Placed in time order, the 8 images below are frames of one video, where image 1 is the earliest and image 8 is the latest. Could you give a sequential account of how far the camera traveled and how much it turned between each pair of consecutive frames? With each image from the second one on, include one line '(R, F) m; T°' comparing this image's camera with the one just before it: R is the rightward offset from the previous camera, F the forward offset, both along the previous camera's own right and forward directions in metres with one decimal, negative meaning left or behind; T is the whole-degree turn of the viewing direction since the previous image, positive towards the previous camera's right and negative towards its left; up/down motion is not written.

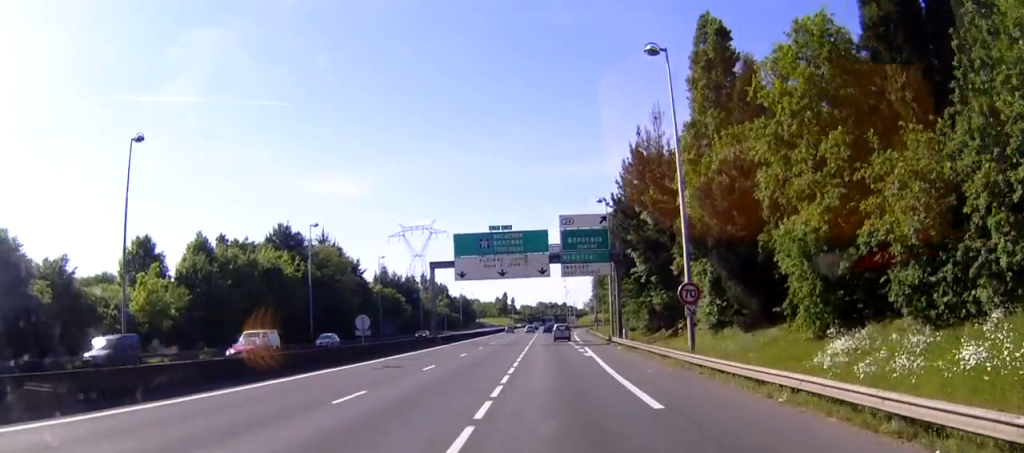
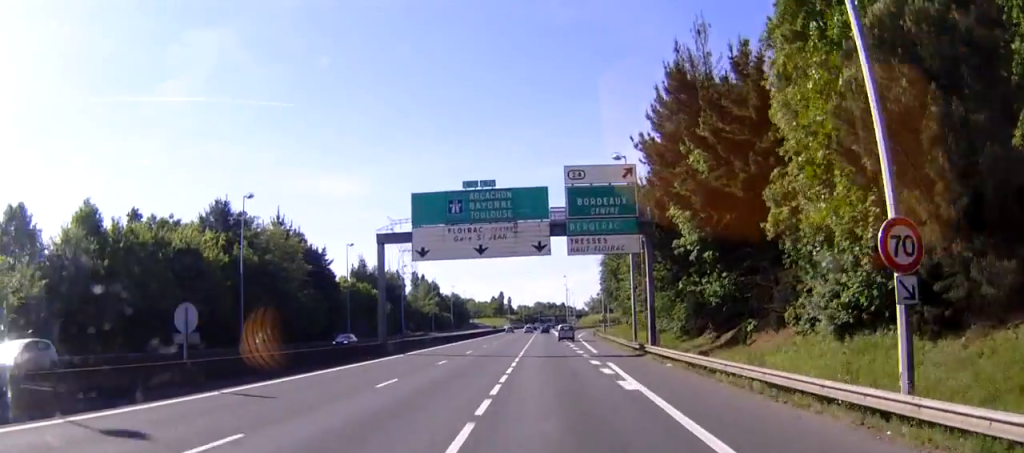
(0.0, +21.1) m; 0°
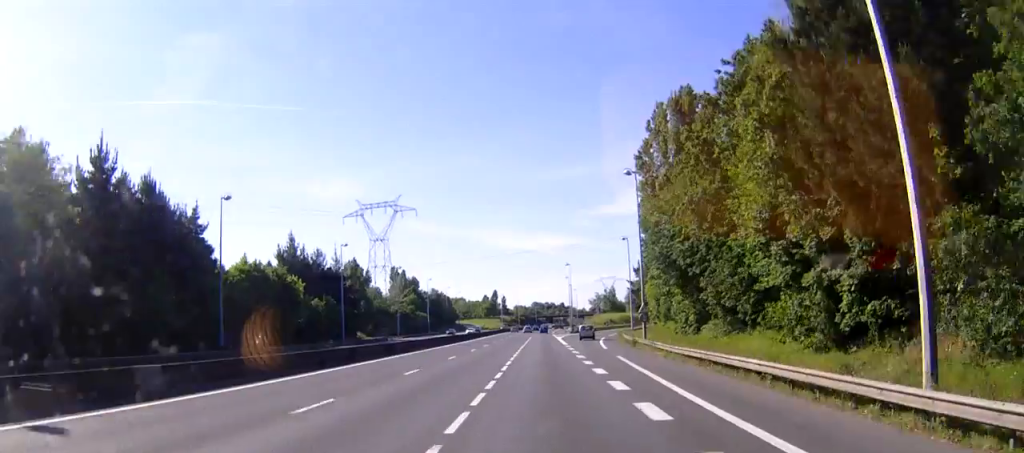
(+0.2, +45.9) m; 0°
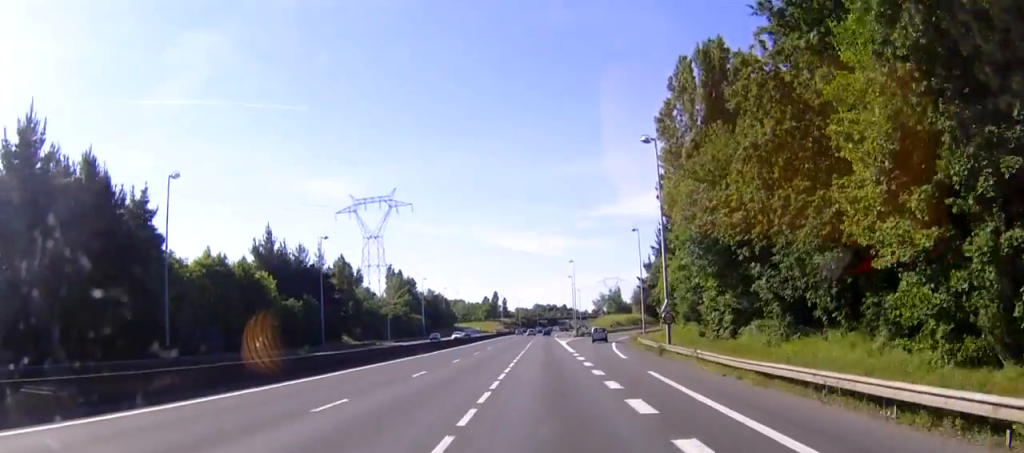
(0.0, +11.4) m; 0°
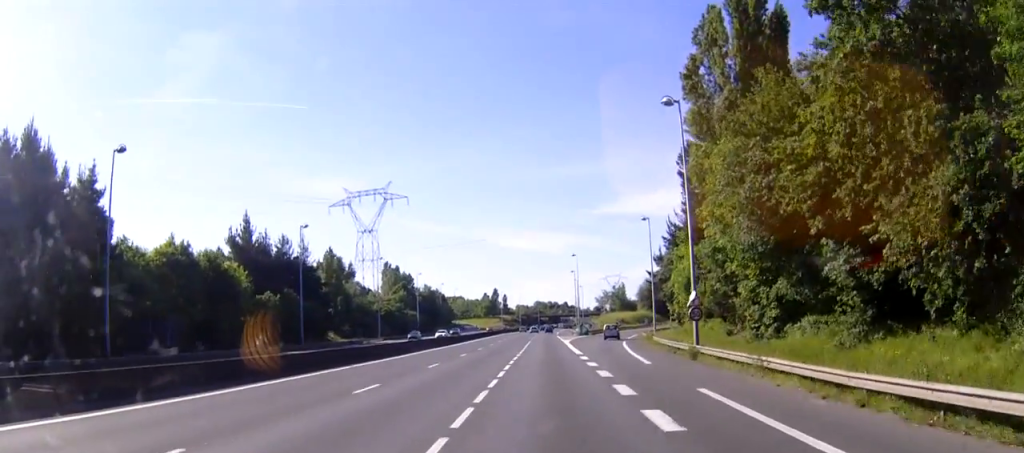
(0.0, +9.4) m; 0°
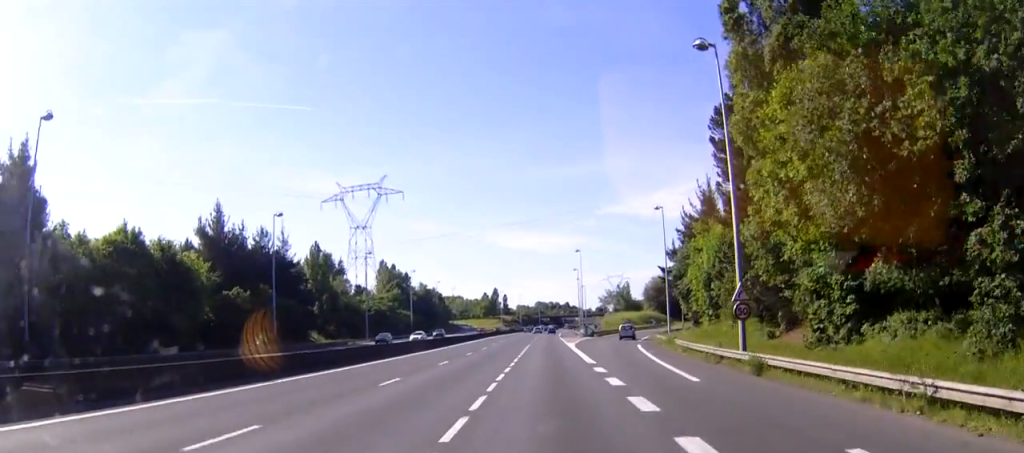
(0.0, +10.1) m; 0°
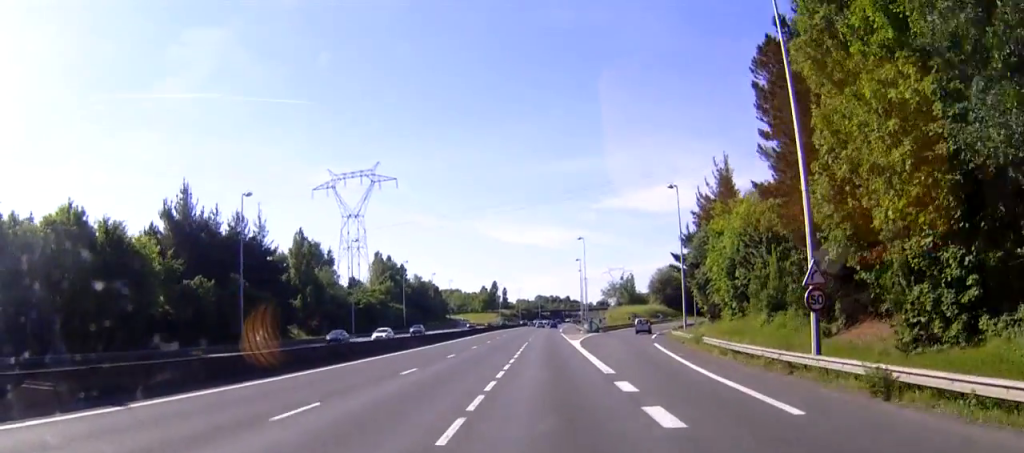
(0.0, +9.4) m; 0°
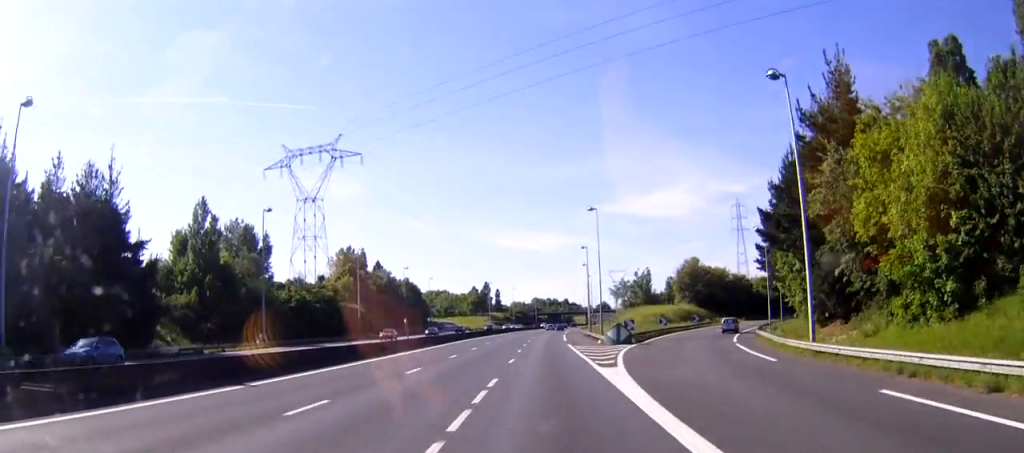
(0.0, +37.1) m; 0°
